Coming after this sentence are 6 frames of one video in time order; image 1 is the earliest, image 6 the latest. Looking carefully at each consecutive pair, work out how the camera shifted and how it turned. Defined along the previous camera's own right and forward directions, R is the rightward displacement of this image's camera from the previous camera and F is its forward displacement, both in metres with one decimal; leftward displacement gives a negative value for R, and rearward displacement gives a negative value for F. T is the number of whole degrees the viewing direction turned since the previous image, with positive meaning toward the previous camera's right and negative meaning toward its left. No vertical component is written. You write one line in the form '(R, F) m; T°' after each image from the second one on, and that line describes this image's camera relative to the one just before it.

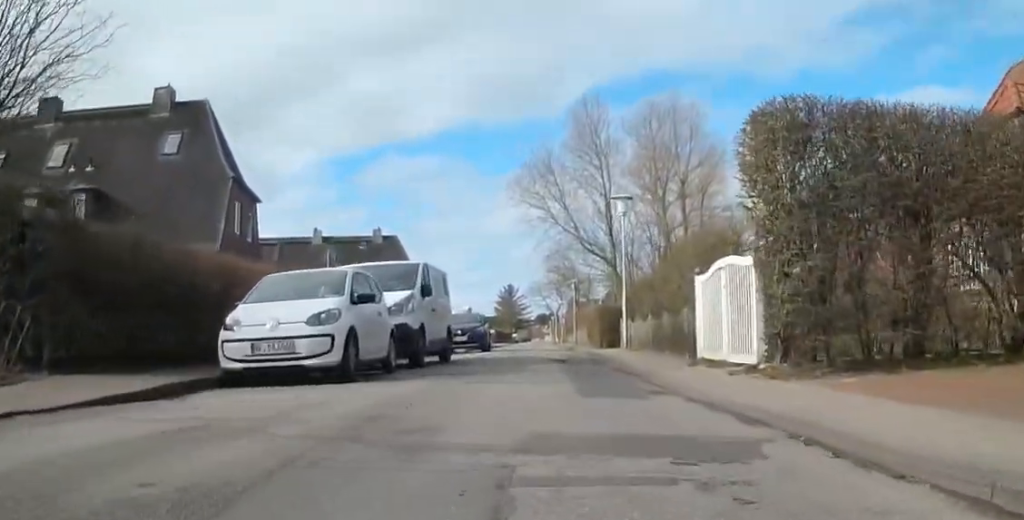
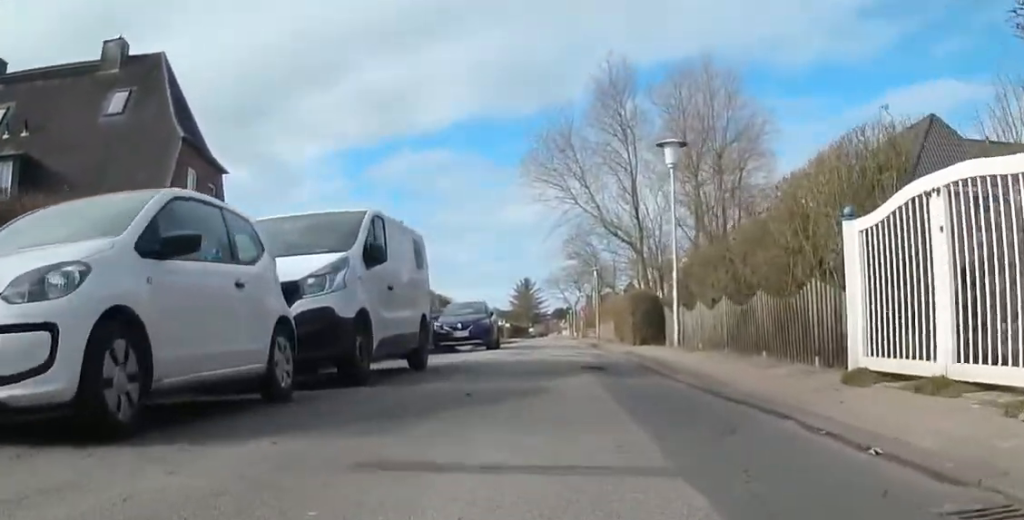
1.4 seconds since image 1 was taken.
(+0.8, +5.8) m; +8°
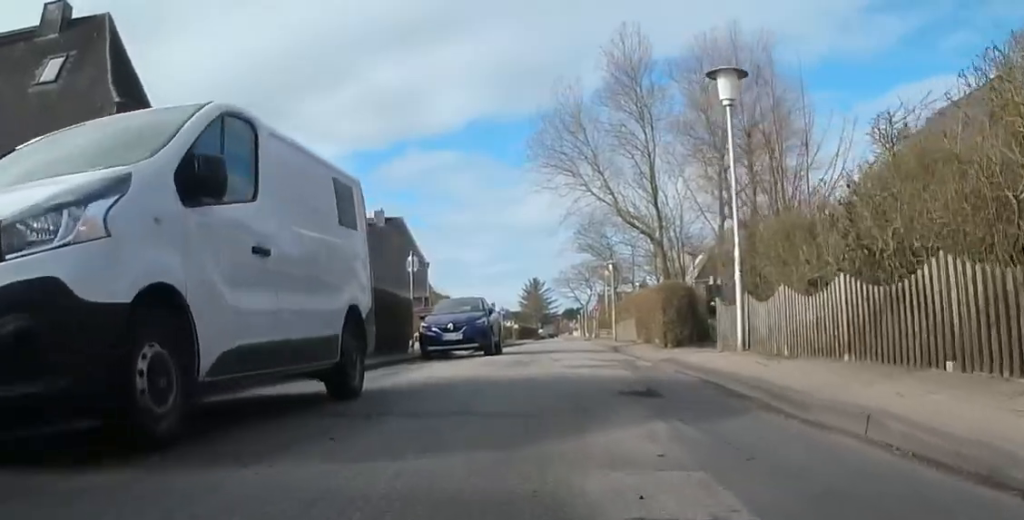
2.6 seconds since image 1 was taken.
(0.0, +4.7) m; -7°
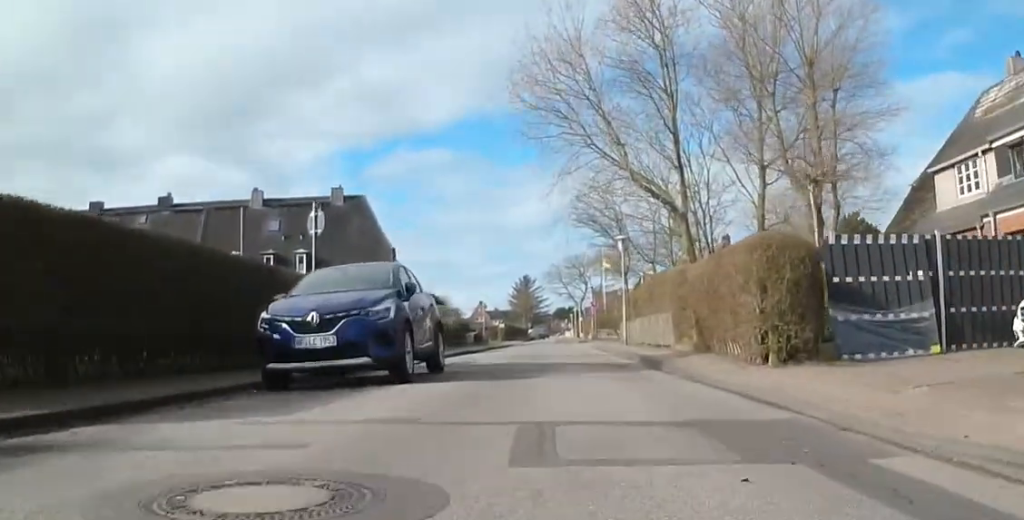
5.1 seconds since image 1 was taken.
(-1.6, +10.9) m; -2°
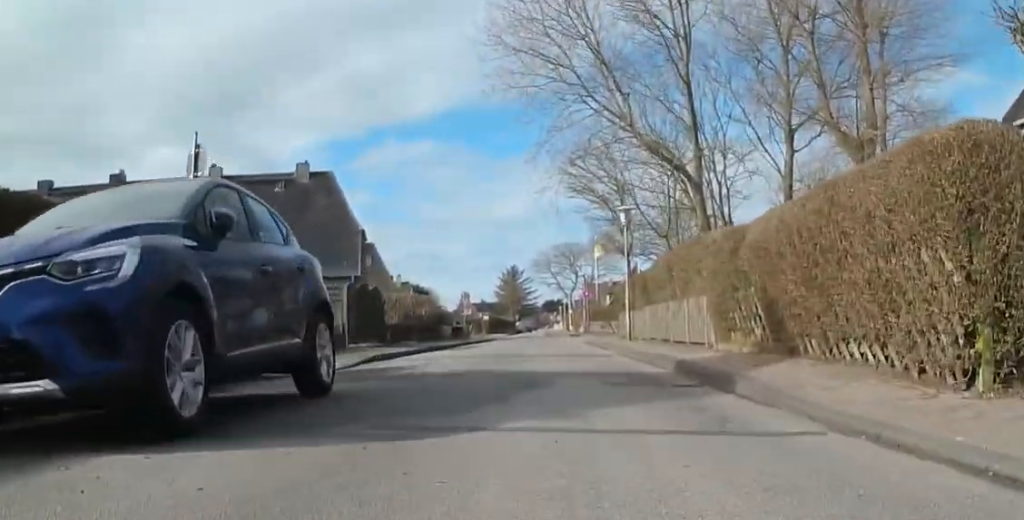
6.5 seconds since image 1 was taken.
(+0.8, +5.6) m; +9°
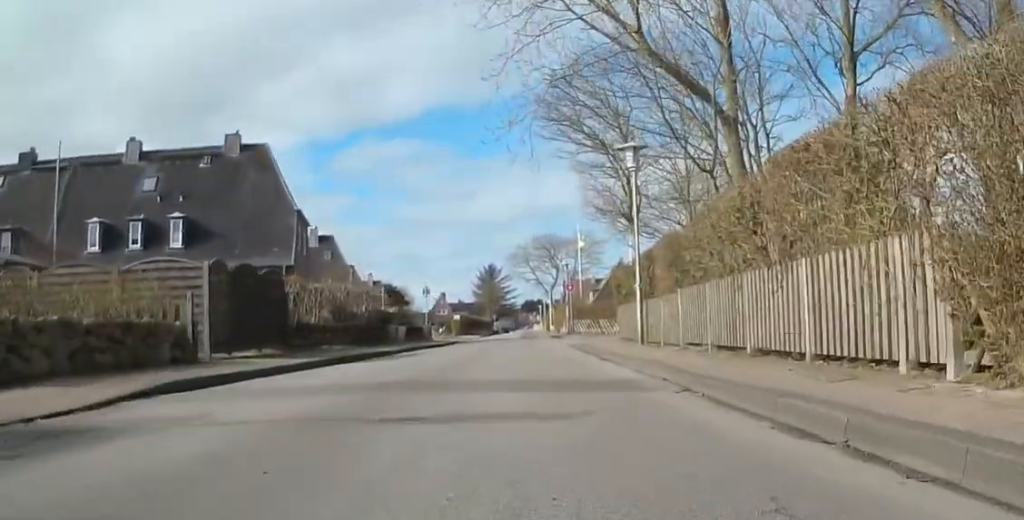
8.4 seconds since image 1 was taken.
(-0.7, +8.1) m; -10°
